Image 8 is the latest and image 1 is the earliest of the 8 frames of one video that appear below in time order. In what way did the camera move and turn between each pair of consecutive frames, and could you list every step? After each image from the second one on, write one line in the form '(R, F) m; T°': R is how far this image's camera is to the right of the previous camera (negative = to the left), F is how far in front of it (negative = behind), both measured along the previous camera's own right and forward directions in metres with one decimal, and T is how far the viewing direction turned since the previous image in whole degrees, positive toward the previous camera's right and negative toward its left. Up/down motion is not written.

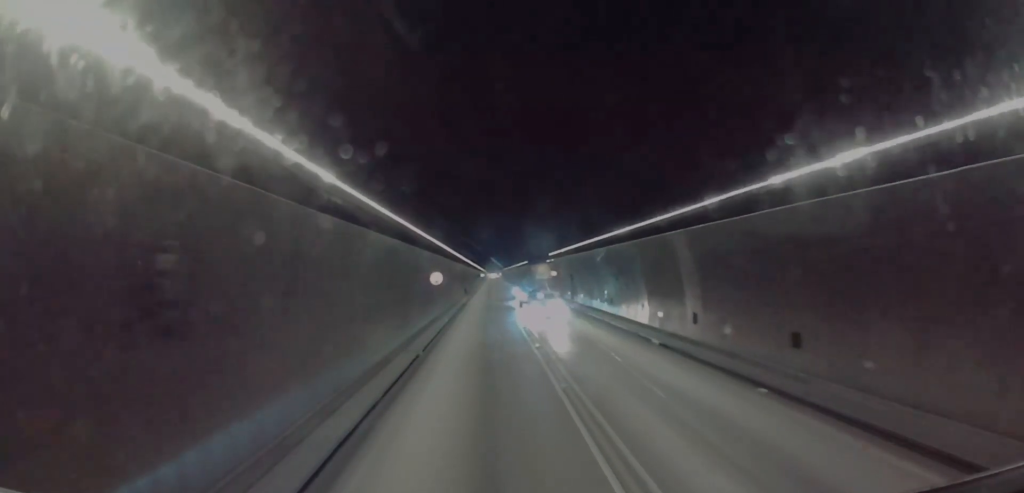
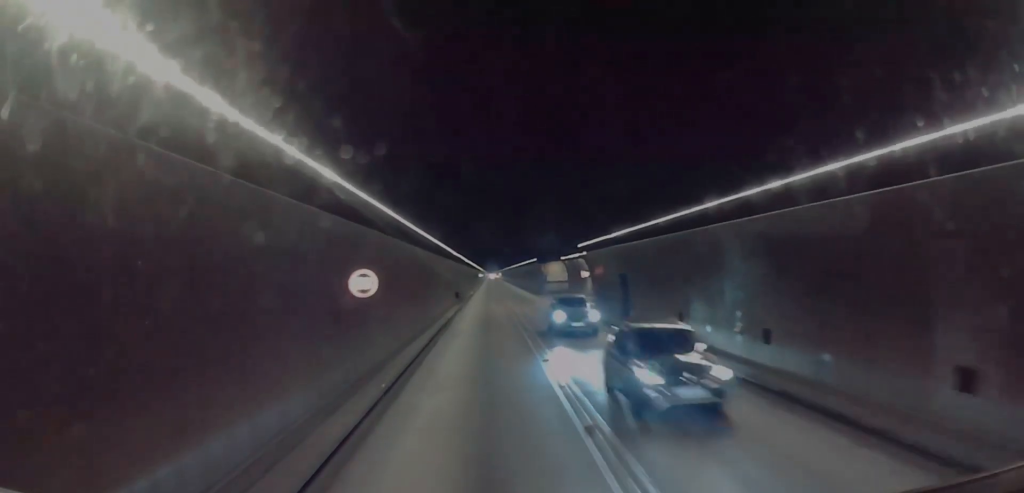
(0.0, +22.8) m; 0°
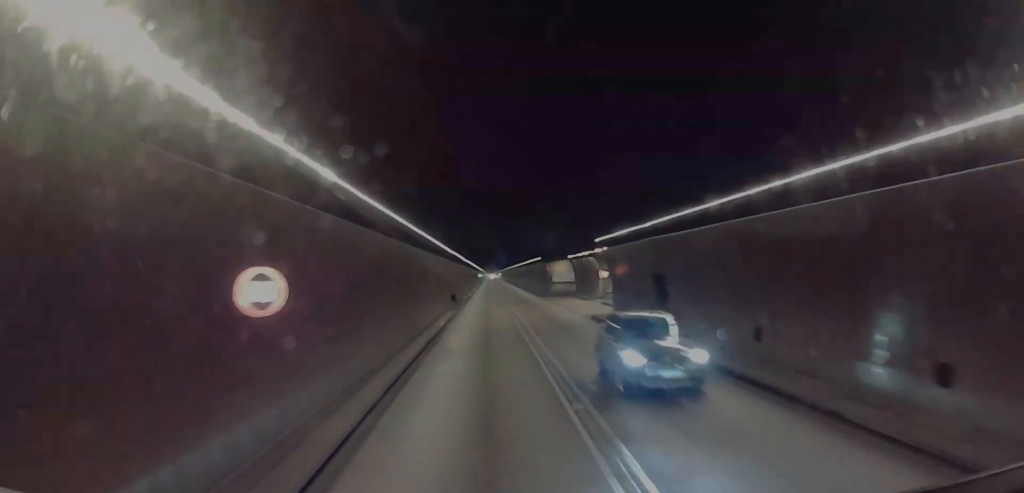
(0.0, +7.5) m; 0°
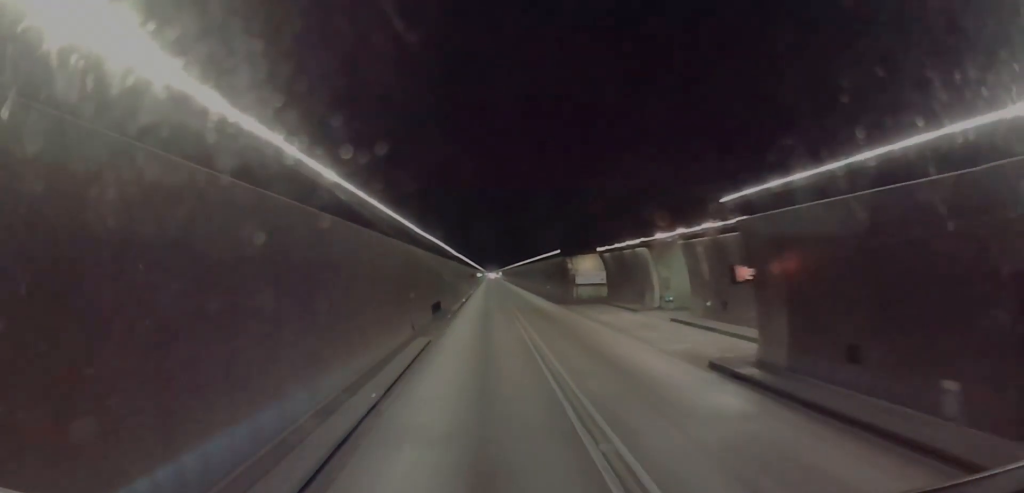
(0.0, +21.0) m; 0°
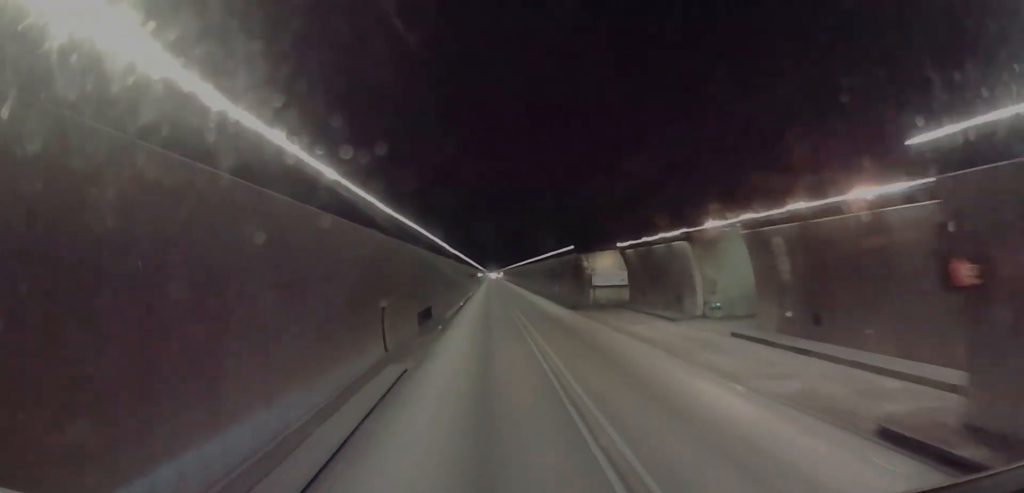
(0.0, +8.7) m; 0°
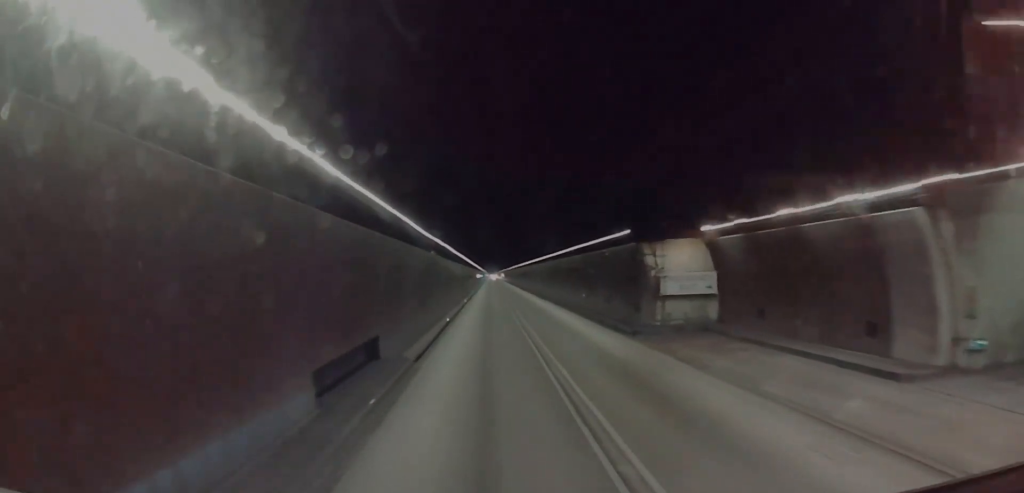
(+0.1, +19.6) m; 0°
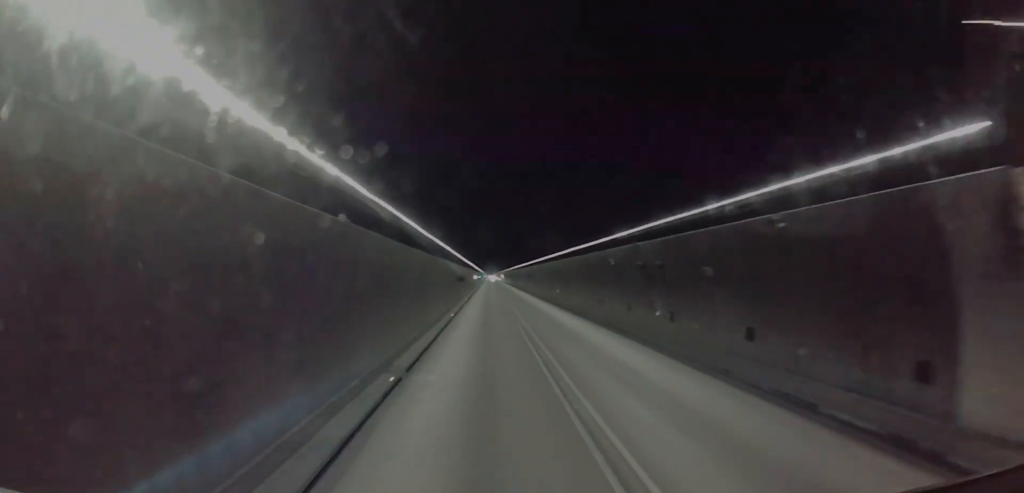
(-0.1, +22.5) m; 0°
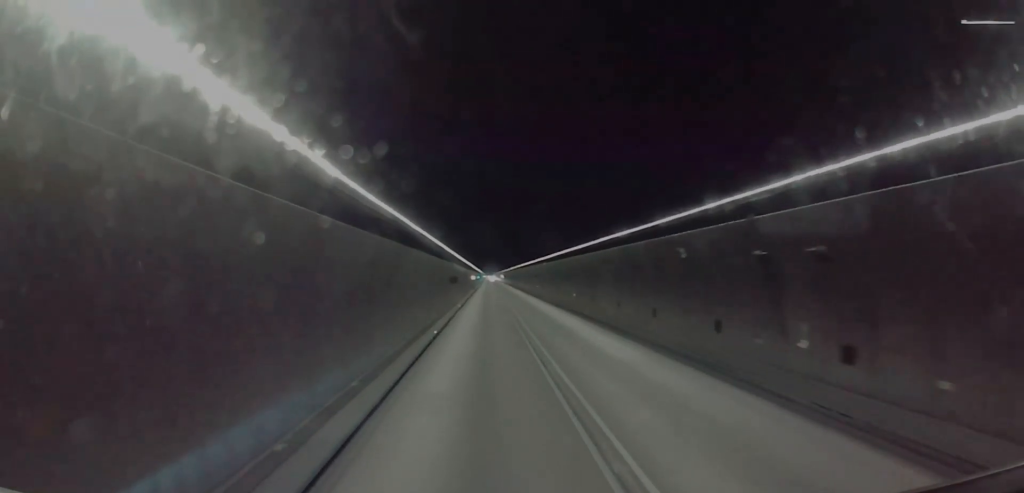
(0.0, +13.5) m; 0°
